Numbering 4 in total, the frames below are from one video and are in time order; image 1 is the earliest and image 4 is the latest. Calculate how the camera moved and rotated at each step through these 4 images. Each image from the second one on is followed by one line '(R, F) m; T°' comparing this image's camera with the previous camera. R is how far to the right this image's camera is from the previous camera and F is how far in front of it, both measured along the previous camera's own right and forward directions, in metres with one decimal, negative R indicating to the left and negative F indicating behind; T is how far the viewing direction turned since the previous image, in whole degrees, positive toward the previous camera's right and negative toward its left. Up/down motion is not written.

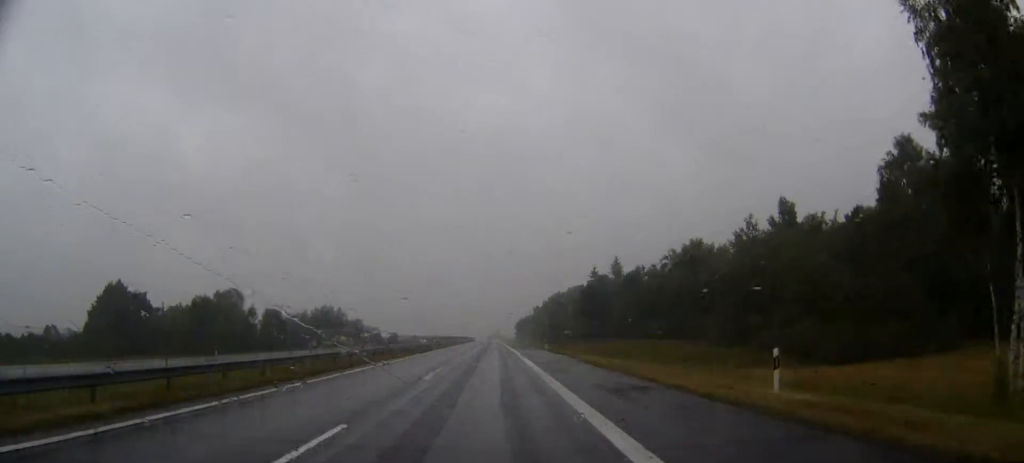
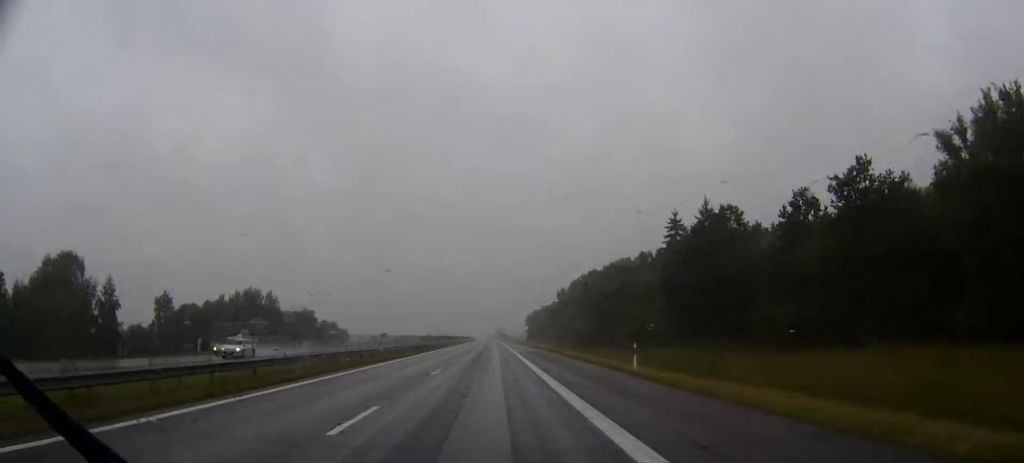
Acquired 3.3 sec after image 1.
(-0.4, +92.8) m; 0°
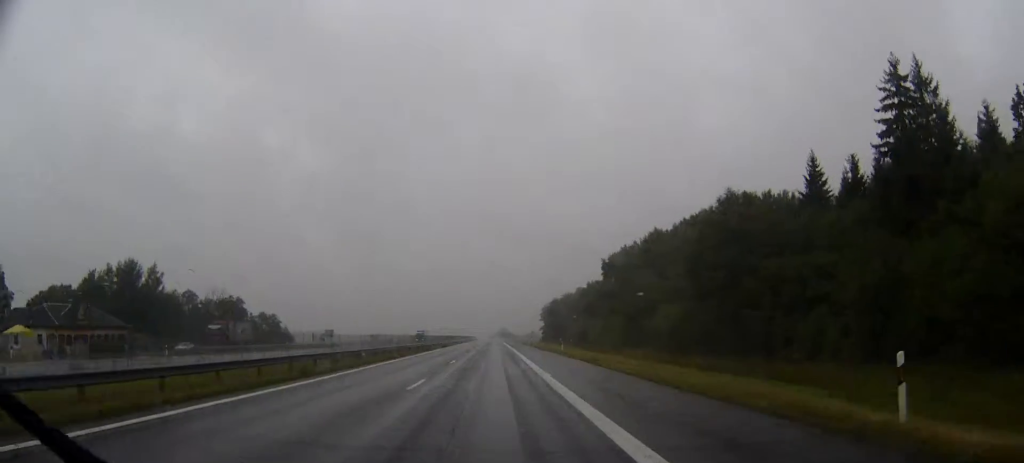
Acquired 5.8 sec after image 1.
(0.0, +71.3) m; 0°
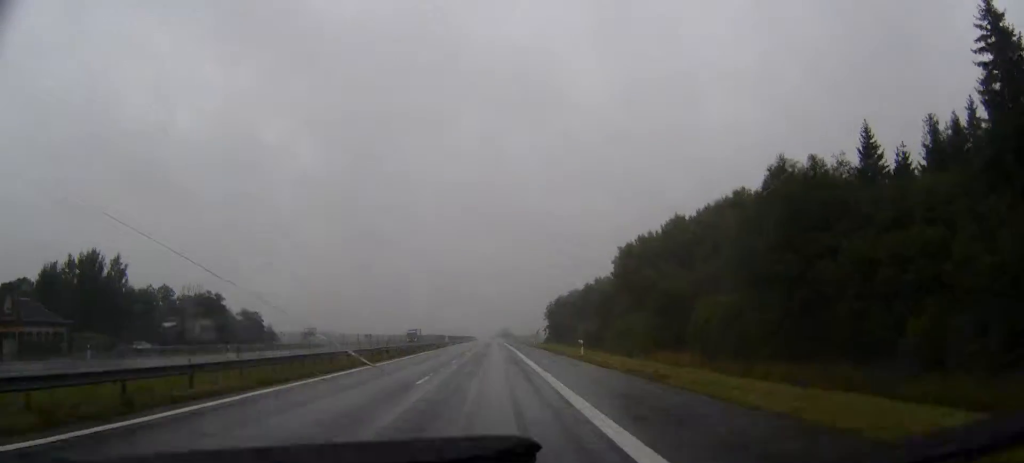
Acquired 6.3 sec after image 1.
(0.0, +14.1) m; 0°
